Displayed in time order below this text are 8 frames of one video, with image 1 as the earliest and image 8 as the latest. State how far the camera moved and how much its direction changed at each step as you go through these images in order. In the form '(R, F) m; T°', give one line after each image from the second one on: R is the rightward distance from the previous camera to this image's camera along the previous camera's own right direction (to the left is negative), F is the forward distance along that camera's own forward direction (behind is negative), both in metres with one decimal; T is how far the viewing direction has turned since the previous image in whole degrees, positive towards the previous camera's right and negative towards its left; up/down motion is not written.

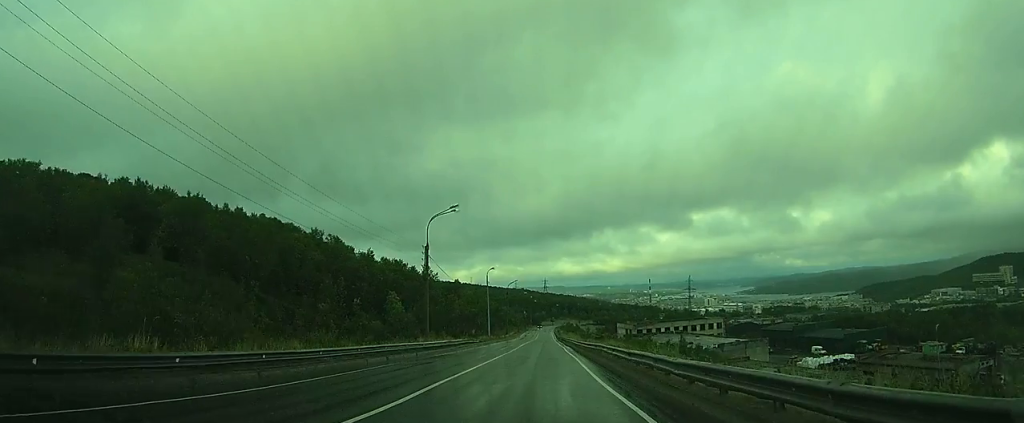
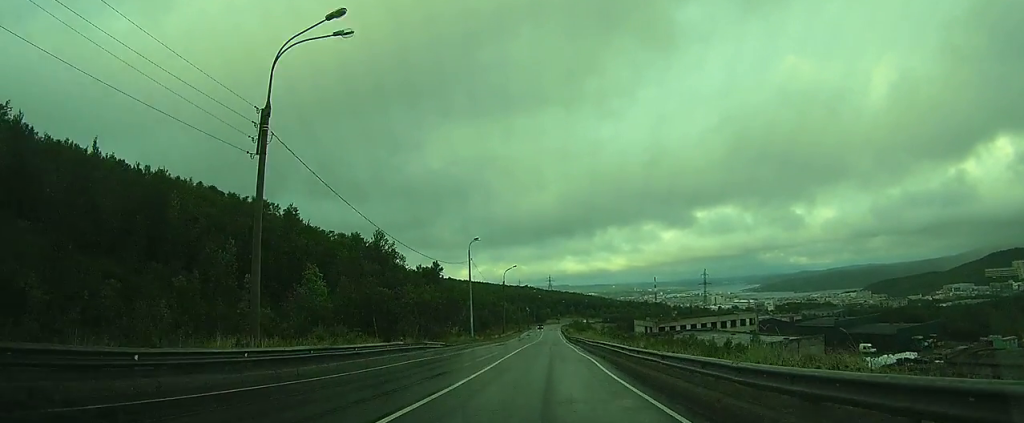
(-0.2, +28.5) m; +1°
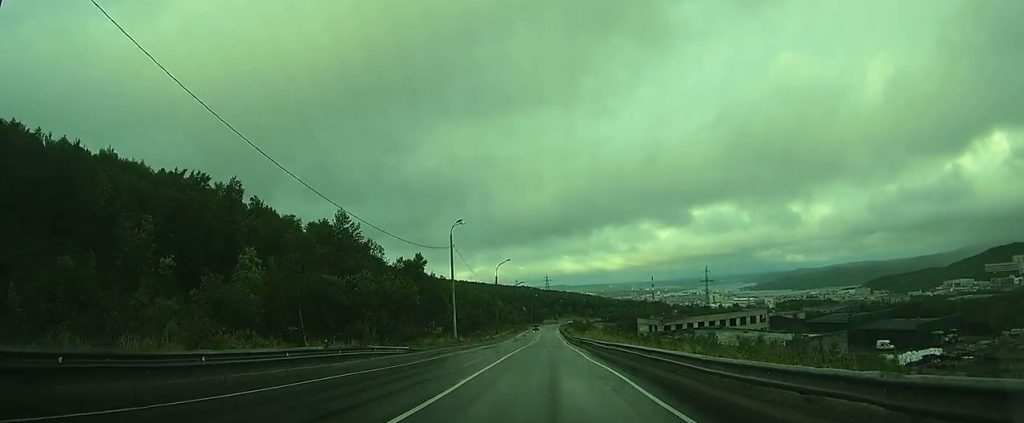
(0.0, +10.6) m; +1°
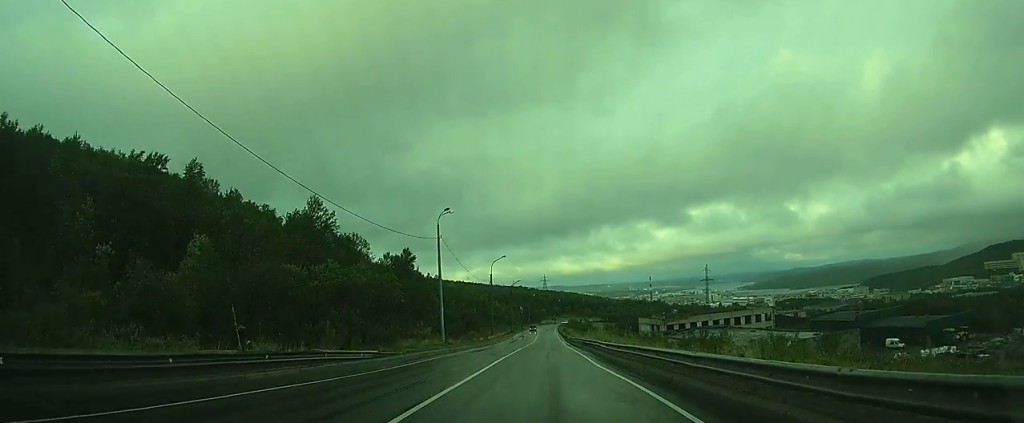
(+0.1, +5.5) m; +1°
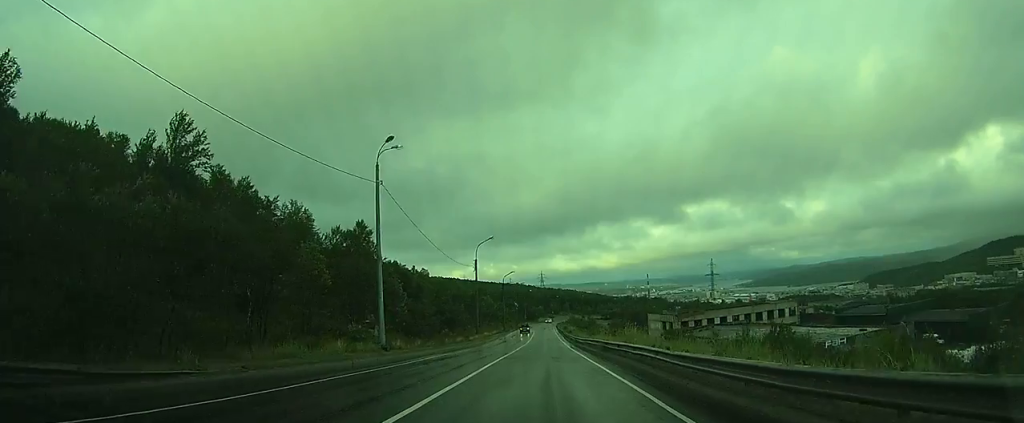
(+0.2, +17.4) m; 0°
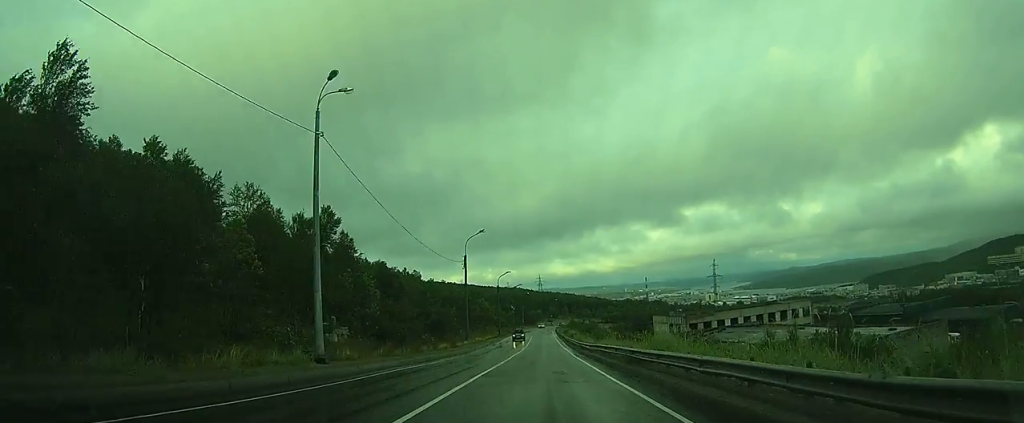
(0.0, +8.6) m; 0°
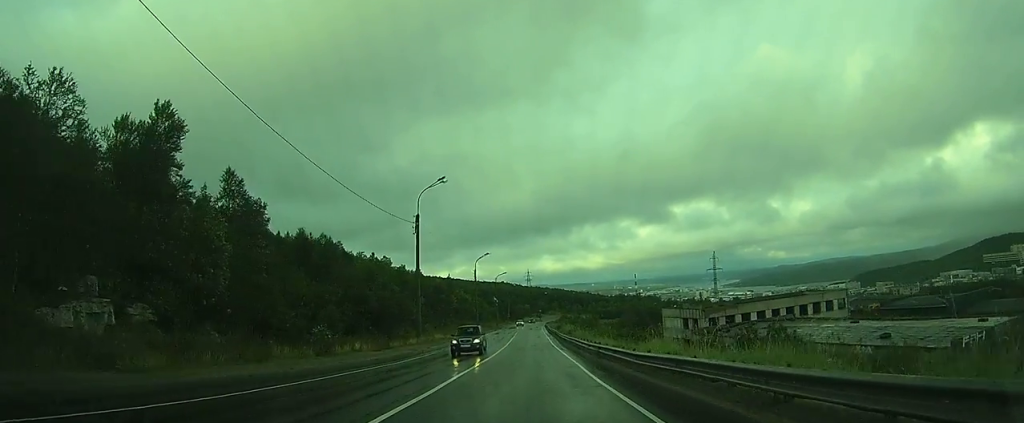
(-0.2, +21.1) m; 0°
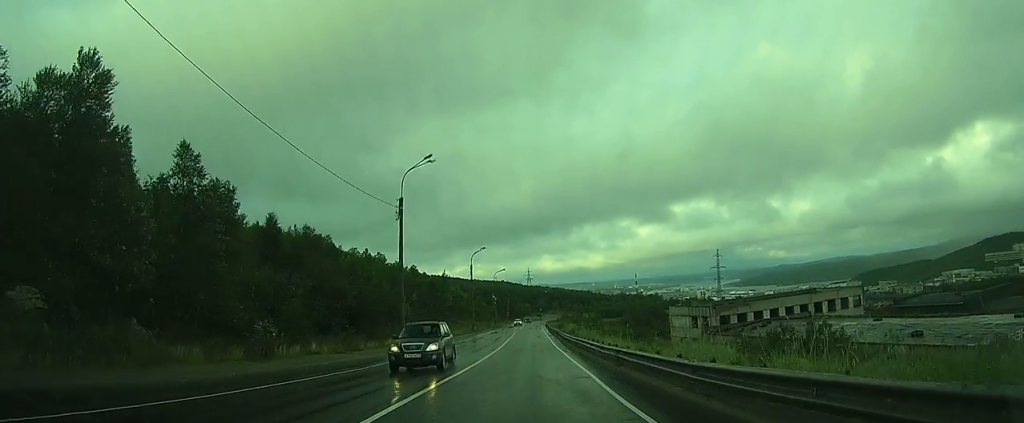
(+0.1, +5.7) m; 0°
